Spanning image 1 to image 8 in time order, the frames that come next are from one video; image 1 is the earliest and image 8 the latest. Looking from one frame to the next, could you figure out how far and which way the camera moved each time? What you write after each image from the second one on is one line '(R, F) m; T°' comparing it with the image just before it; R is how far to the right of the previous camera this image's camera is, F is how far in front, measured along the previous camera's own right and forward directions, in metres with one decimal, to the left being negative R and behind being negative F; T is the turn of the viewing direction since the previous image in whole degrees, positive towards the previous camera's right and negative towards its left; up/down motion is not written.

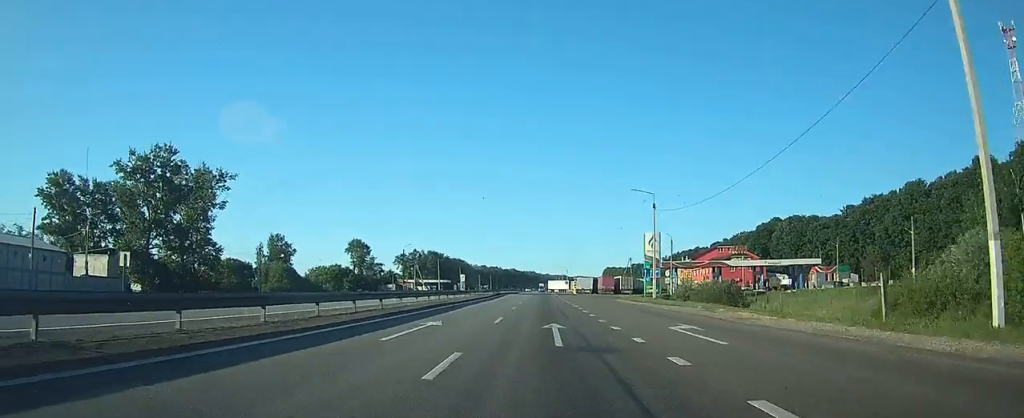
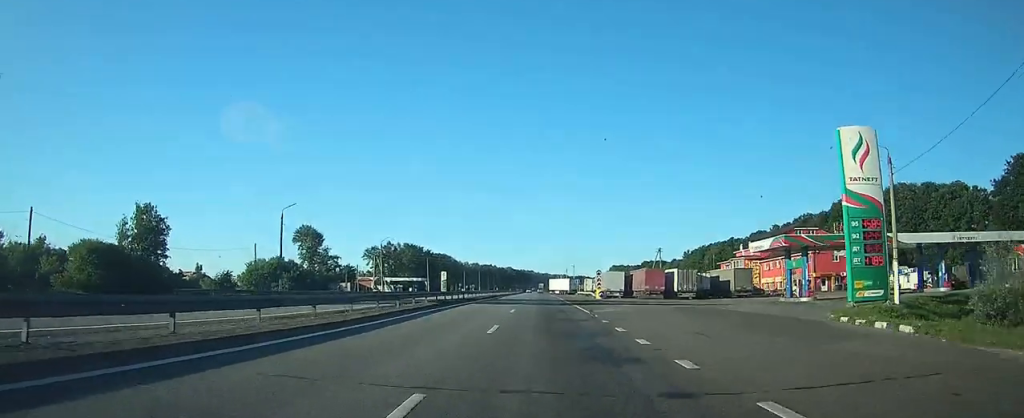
(-0.1, +52.4) m; 0°
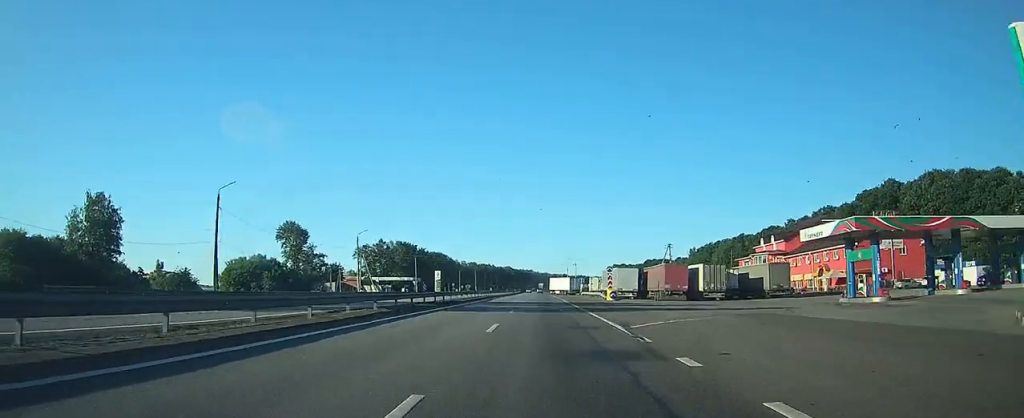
(0.0, +12.2) m; 0°
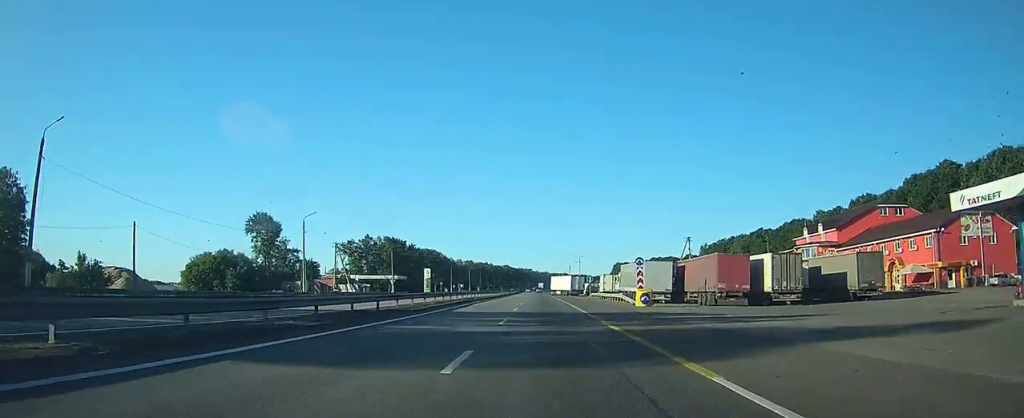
(0.0, +19.1) m; 0°
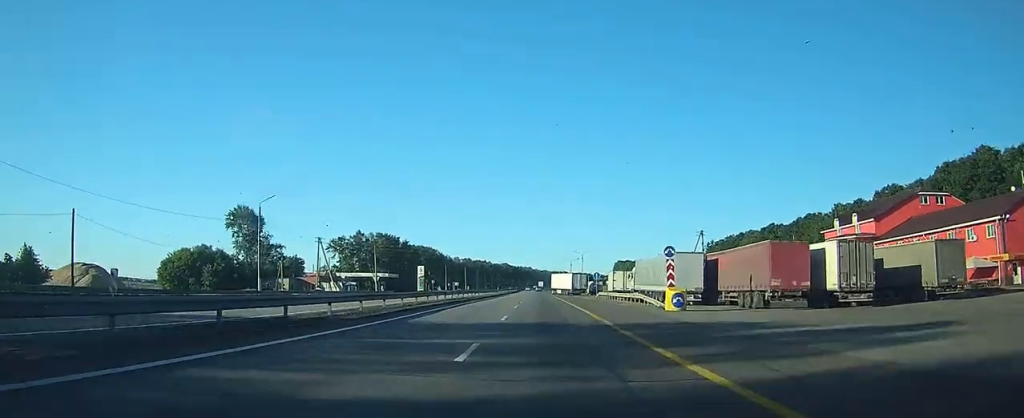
(0.0, +10.4) m; 0°
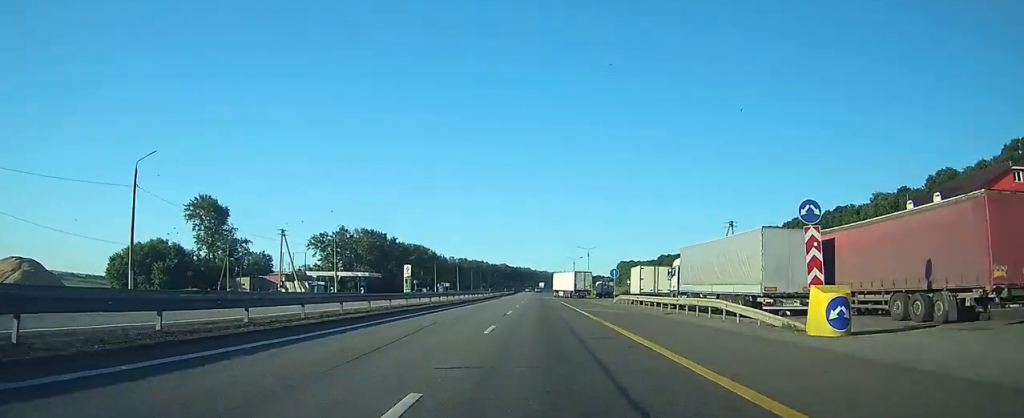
(0.0, +18.3) m; 0°
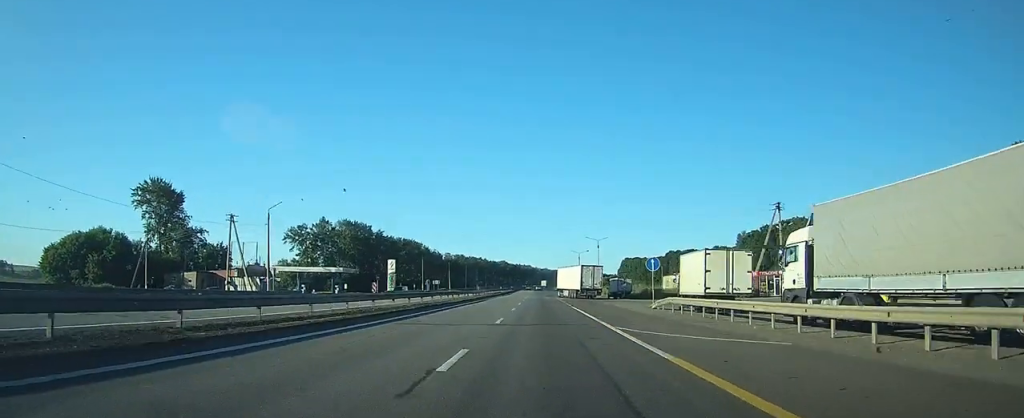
(0.0, +19.2) m; 0°
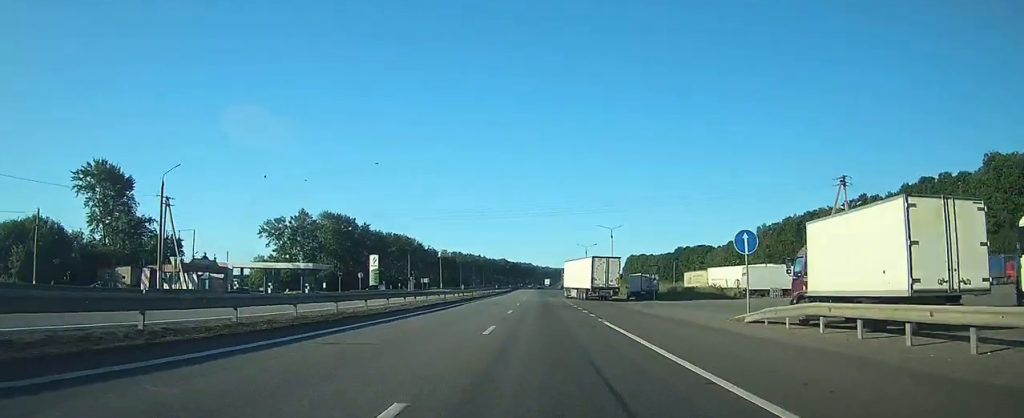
(0.0, +17.4) m; 0°
